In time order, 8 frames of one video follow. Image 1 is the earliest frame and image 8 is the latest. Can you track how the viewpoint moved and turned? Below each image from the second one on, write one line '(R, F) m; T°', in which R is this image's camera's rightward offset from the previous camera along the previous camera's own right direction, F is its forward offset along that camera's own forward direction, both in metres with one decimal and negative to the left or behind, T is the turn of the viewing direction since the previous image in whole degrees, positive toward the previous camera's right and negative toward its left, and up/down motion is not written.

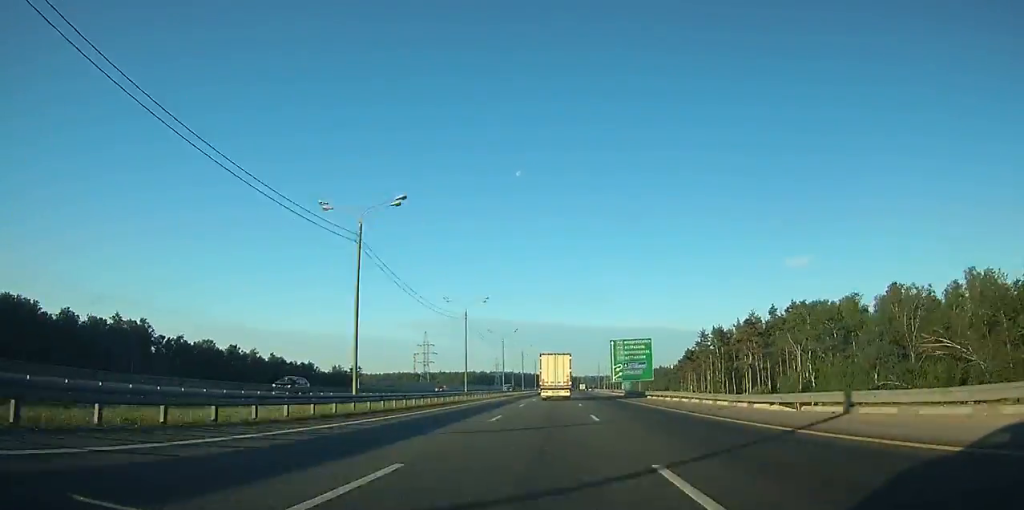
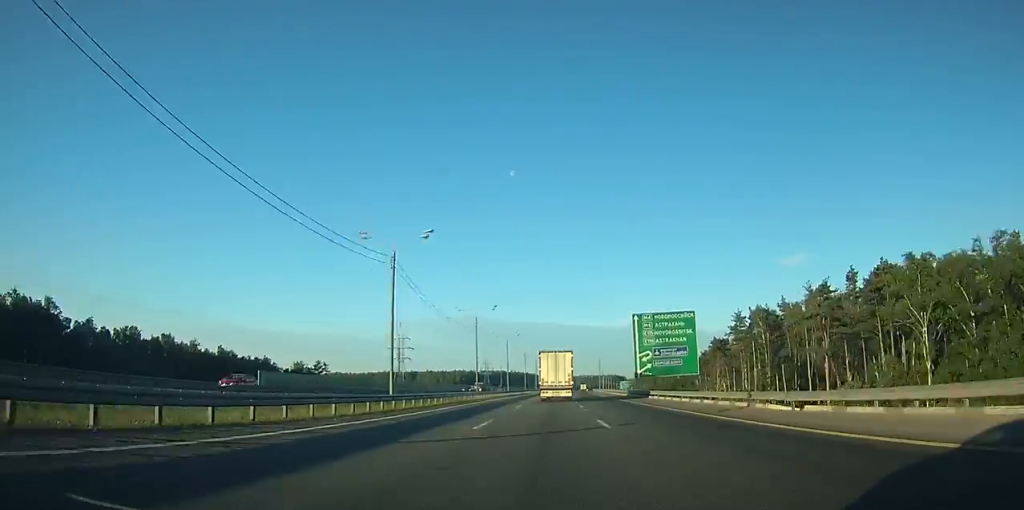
(+0.3, +37.4) m; 0°
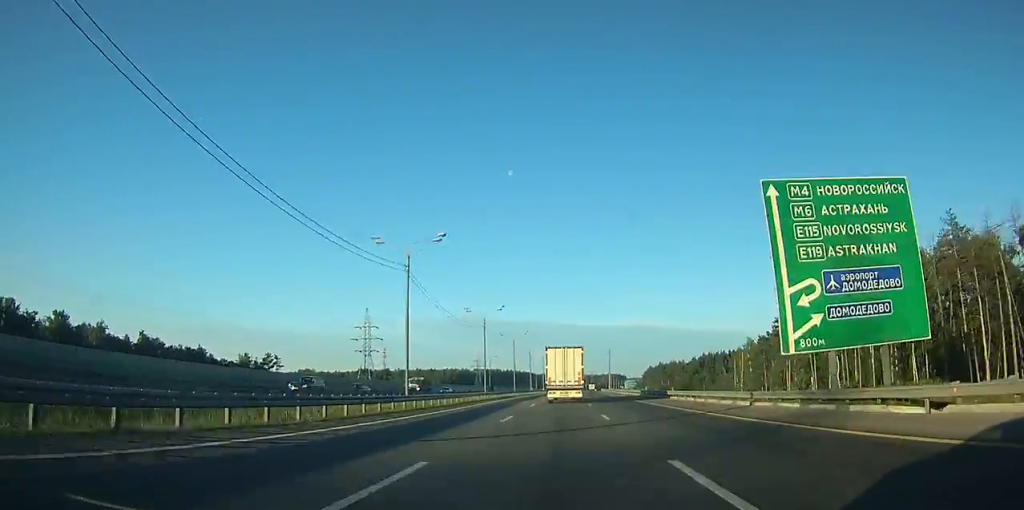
(+0.1, +45.9) m; 0°
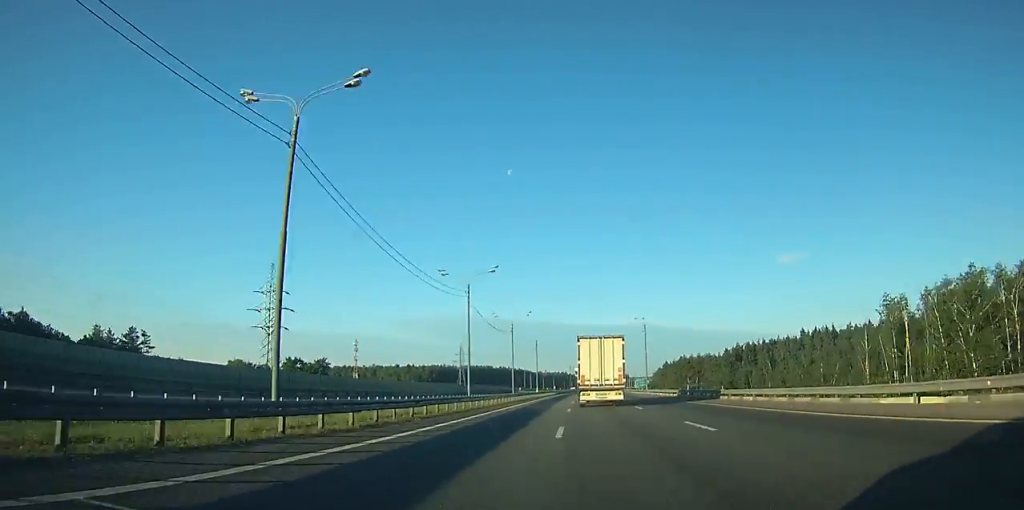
(+0.3, +75.2) m; +1°
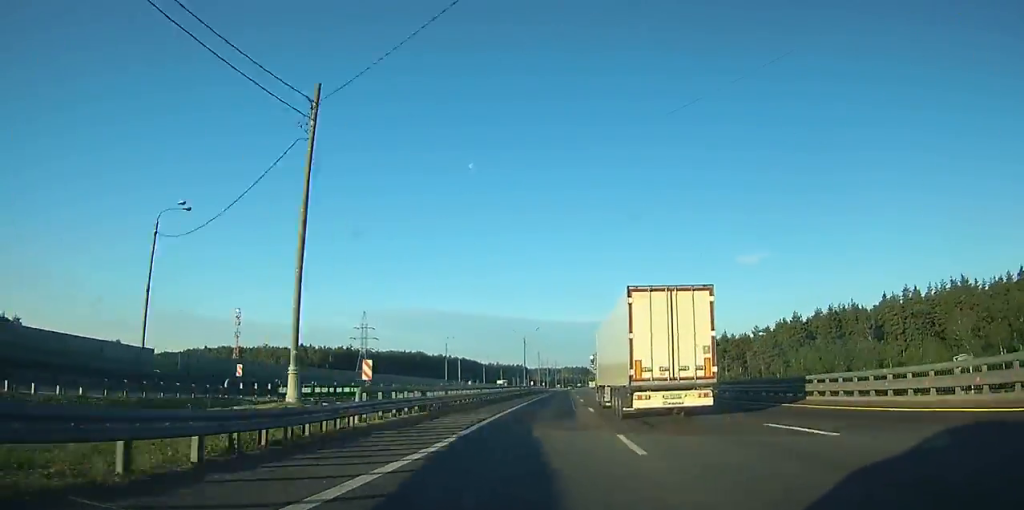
(+2.9, +118.4) m; +3°
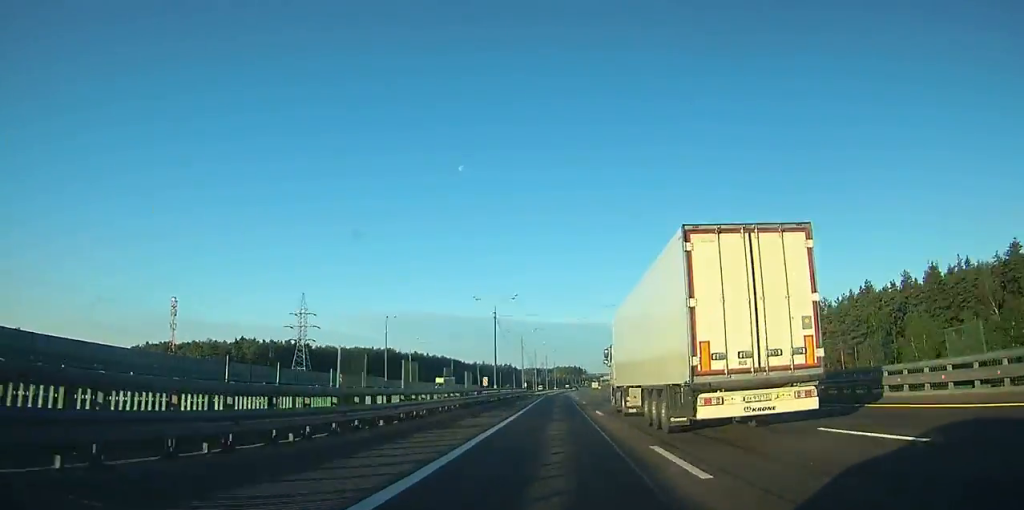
(+0.9, +52.2) m; +1°
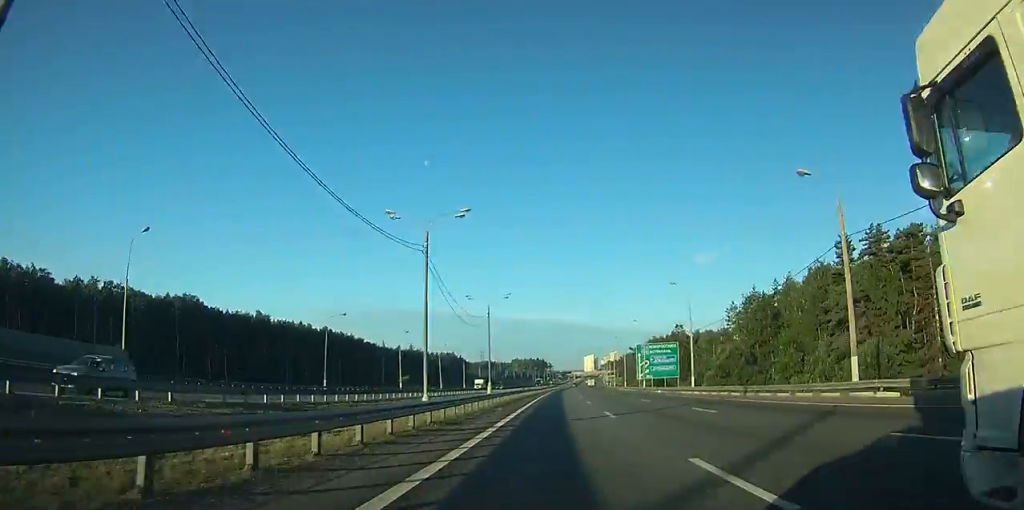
(+4.7, +157.5) m; +4°
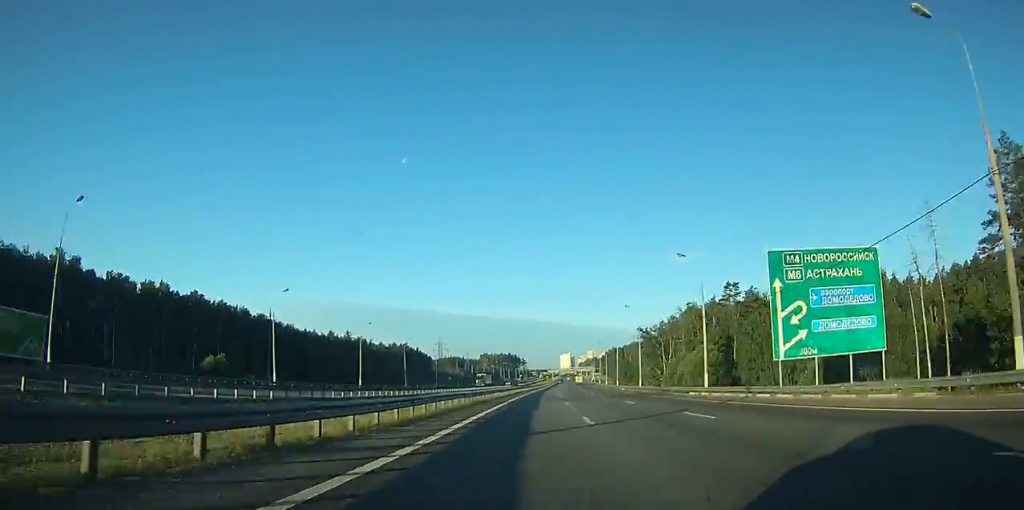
(+1.7, +80.2) m; +2°
